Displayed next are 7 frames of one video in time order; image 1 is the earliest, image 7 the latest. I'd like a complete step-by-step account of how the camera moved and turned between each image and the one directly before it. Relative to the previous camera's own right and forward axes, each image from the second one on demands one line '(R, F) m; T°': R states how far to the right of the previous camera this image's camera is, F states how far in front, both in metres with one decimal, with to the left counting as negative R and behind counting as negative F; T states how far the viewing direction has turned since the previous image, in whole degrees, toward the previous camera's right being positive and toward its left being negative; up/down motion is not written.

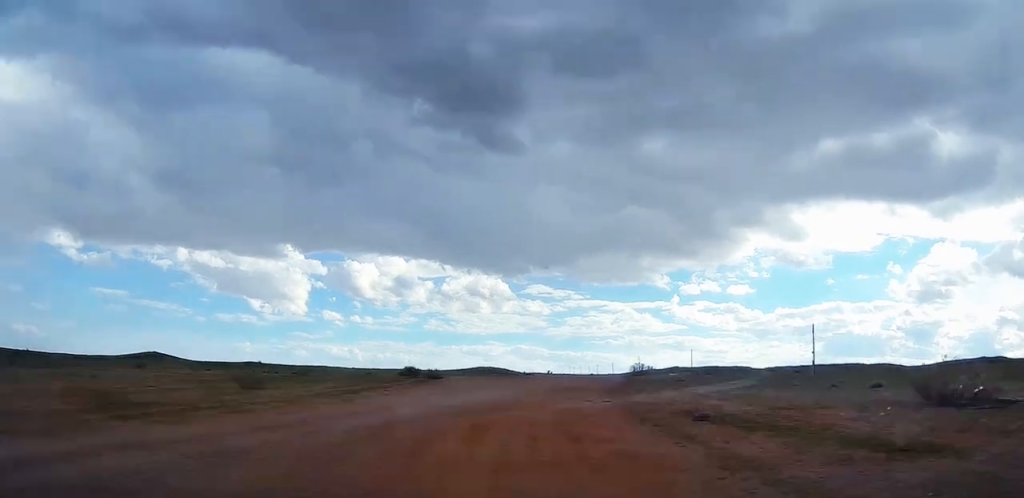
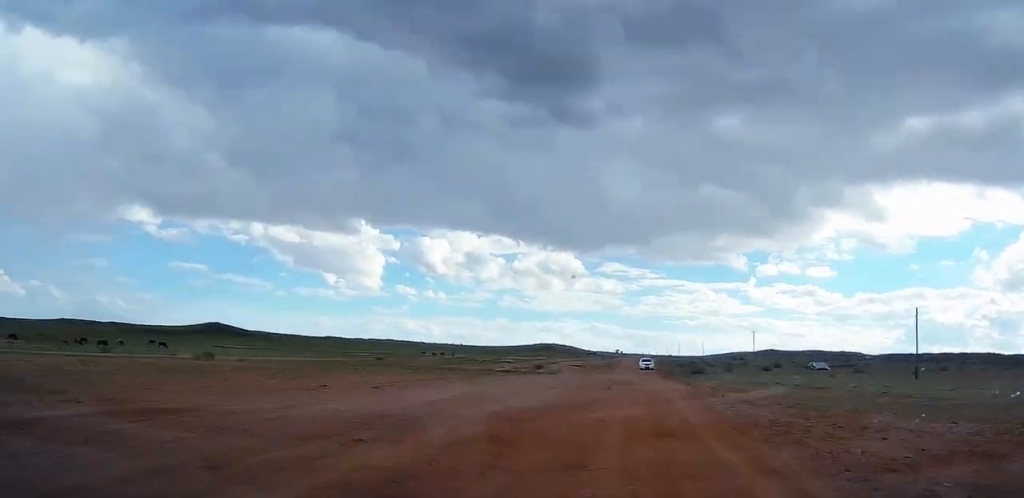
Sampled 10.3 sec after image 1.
(-1.0, +82.9) m; -1°
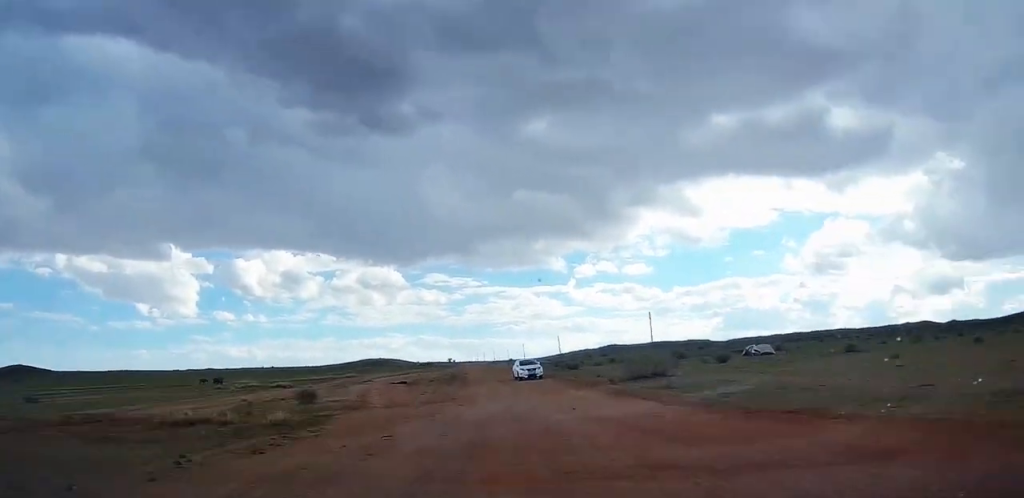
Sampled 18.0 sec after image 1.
(-0.5, +61.0) m; +1°
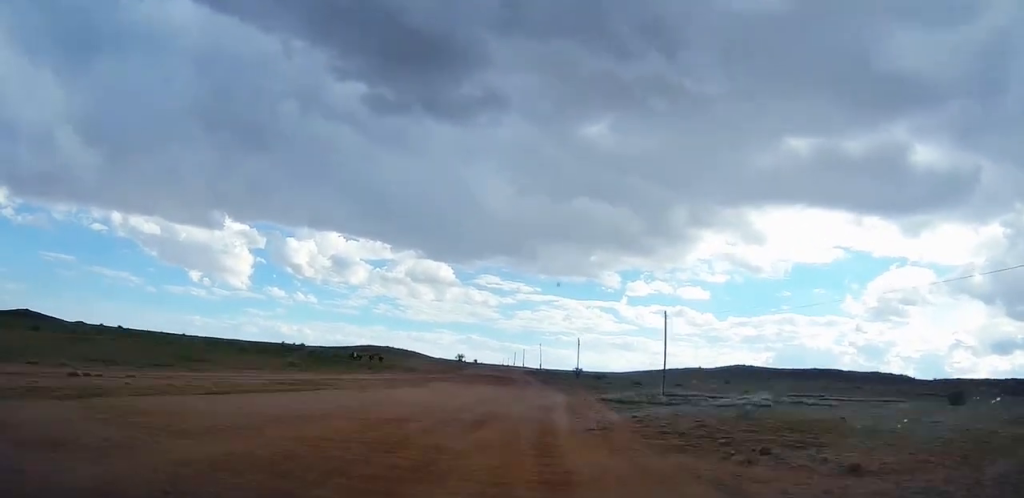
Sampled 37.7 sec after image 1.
(+4.1, +160.3) m; +1°
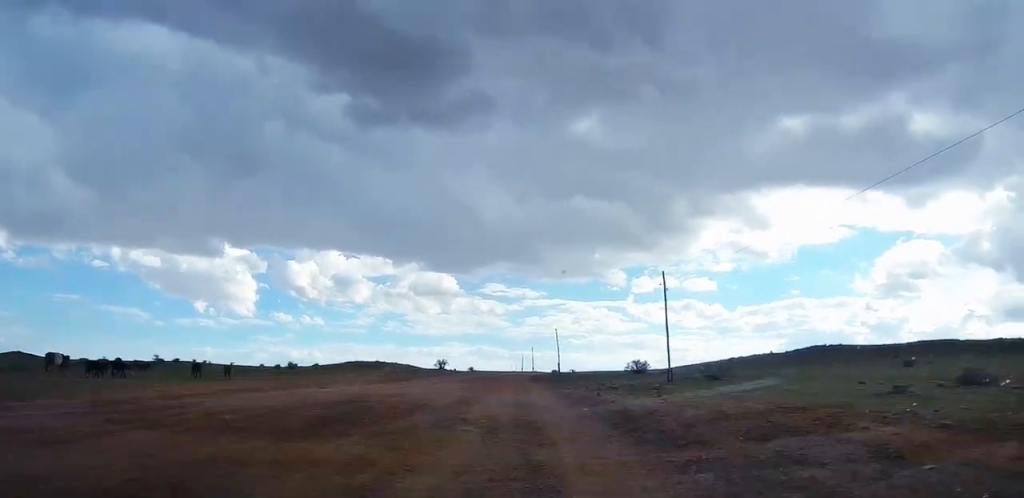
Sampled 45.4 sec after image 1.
(-1.5, +63.0) m; 0°
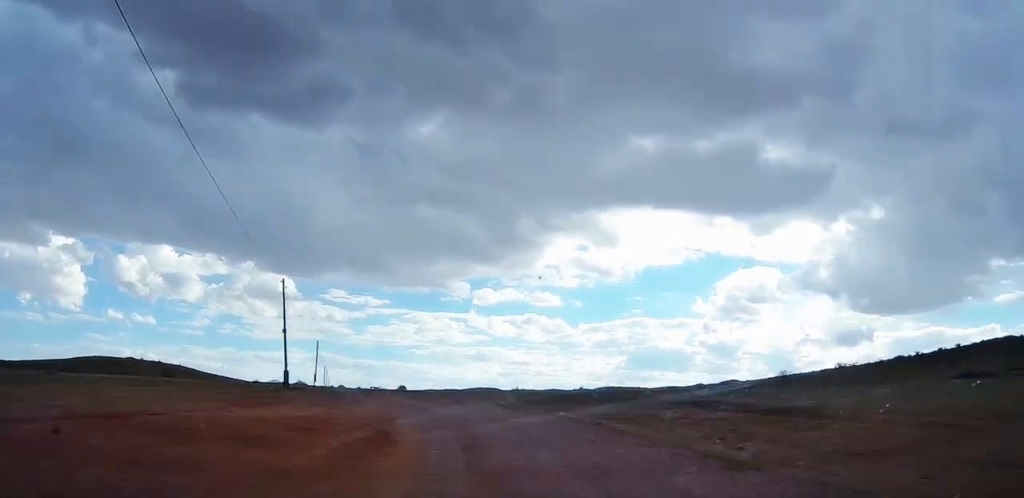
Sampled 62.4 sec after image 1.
(+2.0, +138.6) m; +4°
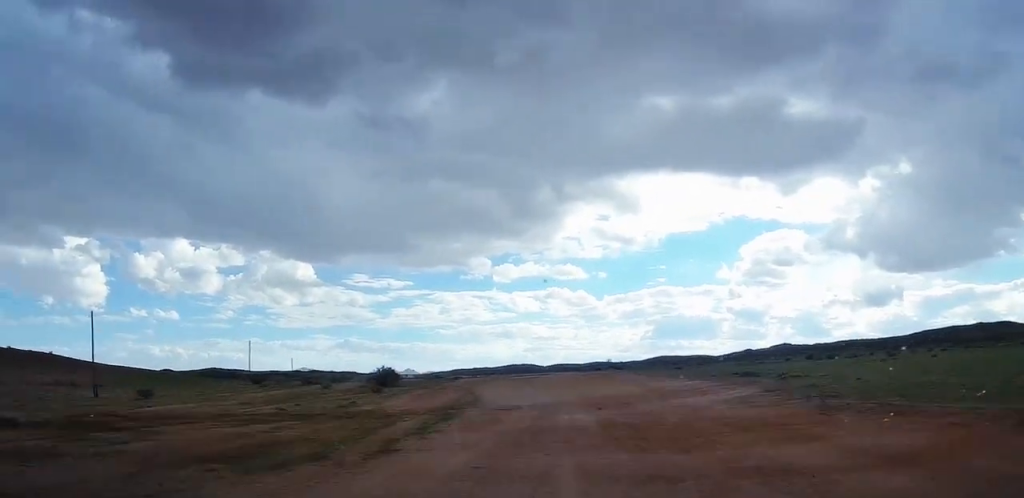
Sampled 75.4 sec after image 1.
(+7.9, +94.2) m; +9°
